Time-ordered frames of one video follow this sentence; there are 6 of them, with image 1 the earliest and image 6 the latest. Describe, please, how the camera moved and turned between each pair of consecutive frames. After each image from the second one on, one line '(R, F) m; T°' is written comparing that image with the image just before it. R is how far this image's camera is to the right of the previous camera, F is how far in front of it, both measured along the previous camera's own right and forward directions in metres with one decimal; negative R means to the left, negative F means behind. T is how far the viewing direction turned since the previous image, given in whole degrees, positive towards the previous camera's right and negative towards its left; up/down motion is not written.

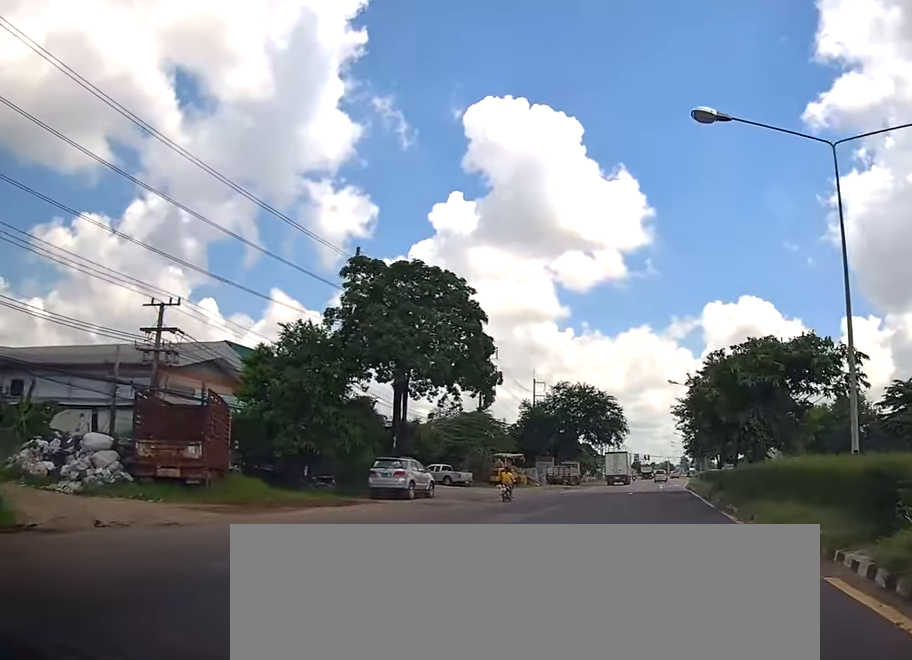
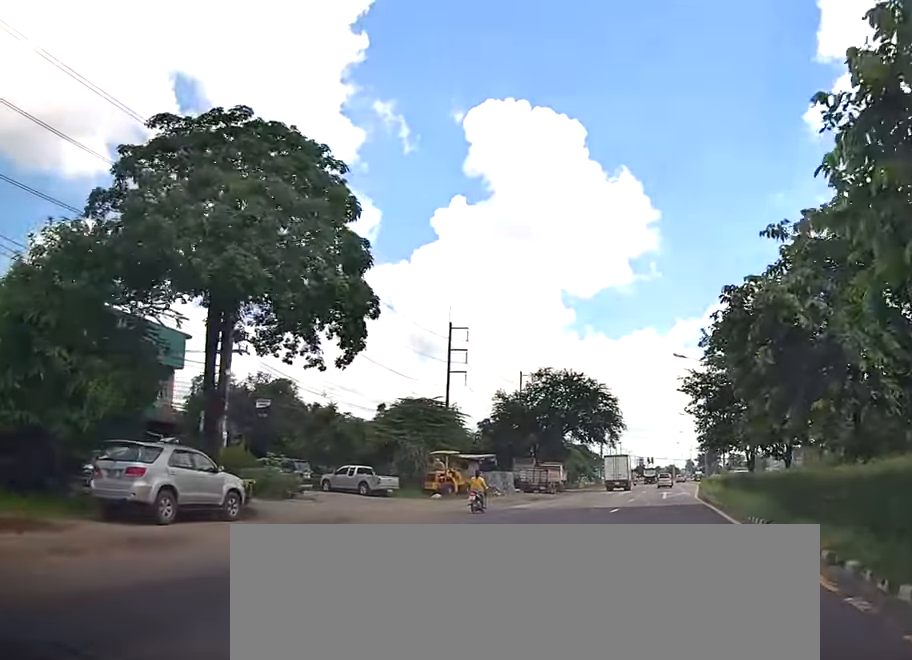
(-0.2, +17.2) m; 0°
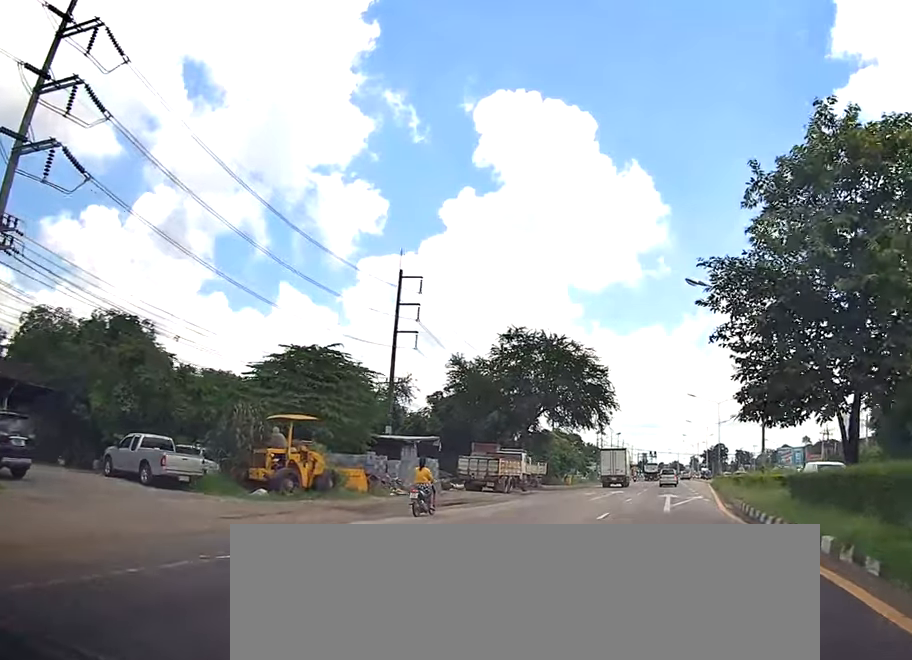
(+0.1, +18.9) m; -1°
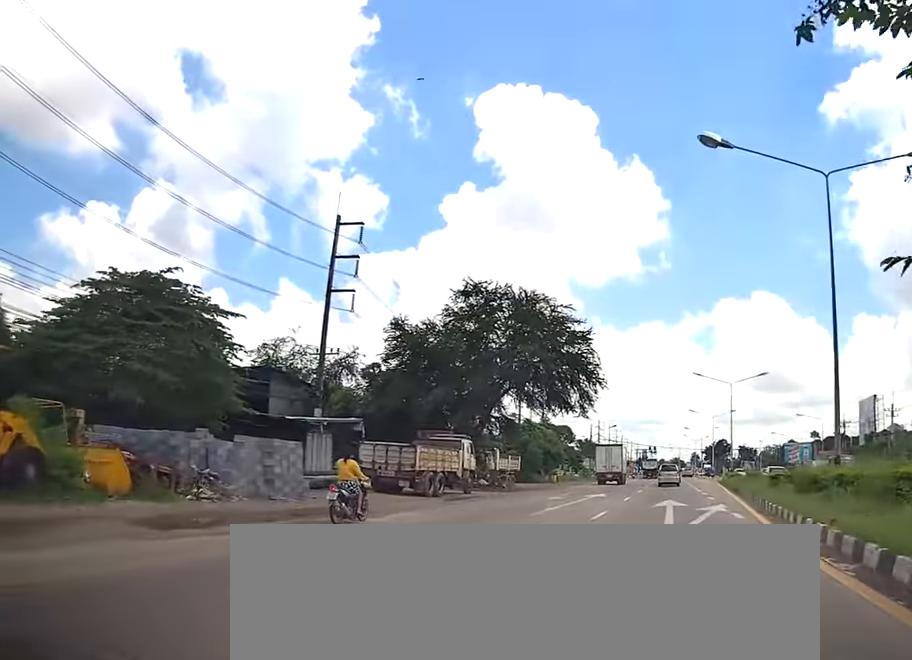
(-0.2, +14.5) m; 0°
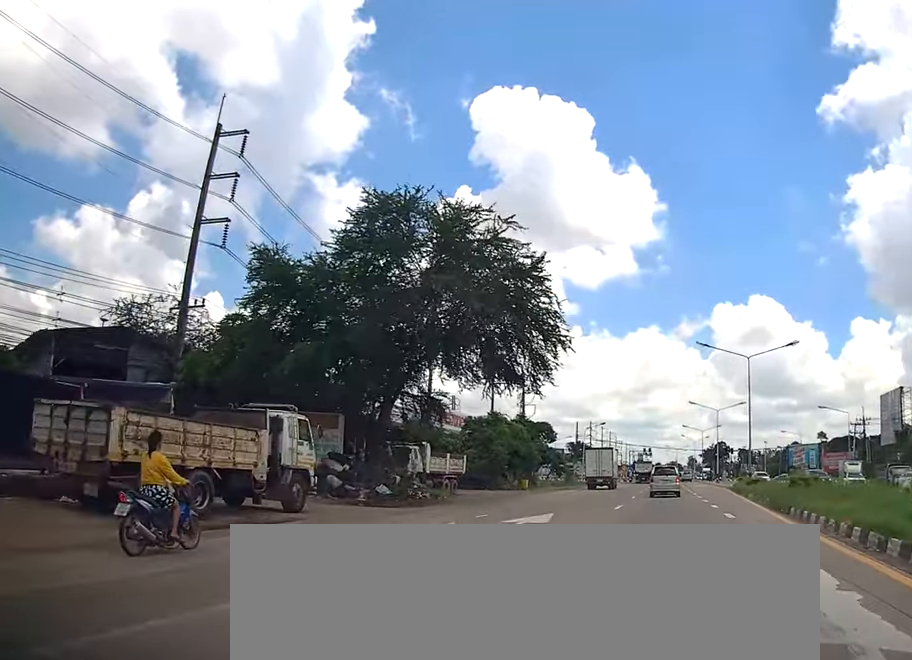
(-0.1, +17.9) m; -3°
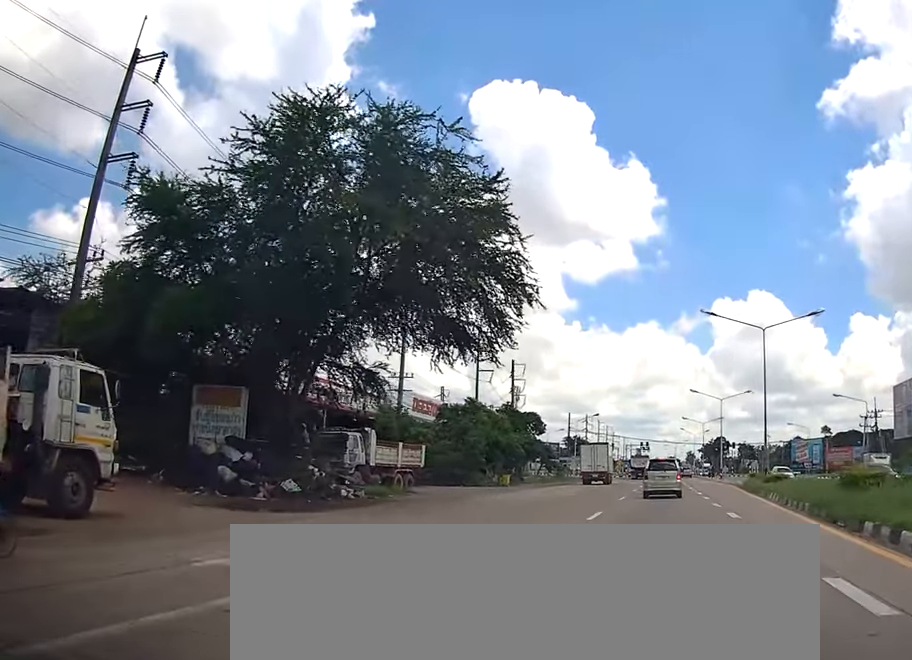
(-0.4, +8.9) m; -2°
